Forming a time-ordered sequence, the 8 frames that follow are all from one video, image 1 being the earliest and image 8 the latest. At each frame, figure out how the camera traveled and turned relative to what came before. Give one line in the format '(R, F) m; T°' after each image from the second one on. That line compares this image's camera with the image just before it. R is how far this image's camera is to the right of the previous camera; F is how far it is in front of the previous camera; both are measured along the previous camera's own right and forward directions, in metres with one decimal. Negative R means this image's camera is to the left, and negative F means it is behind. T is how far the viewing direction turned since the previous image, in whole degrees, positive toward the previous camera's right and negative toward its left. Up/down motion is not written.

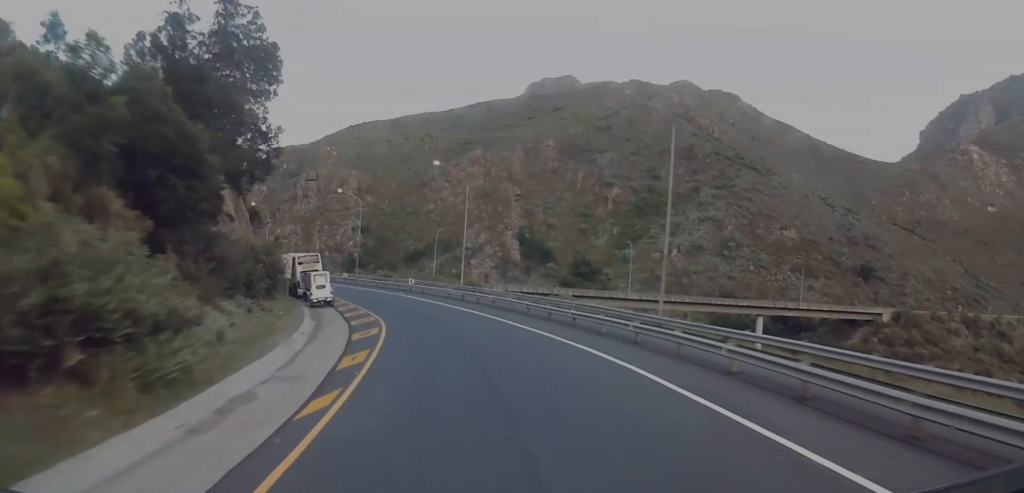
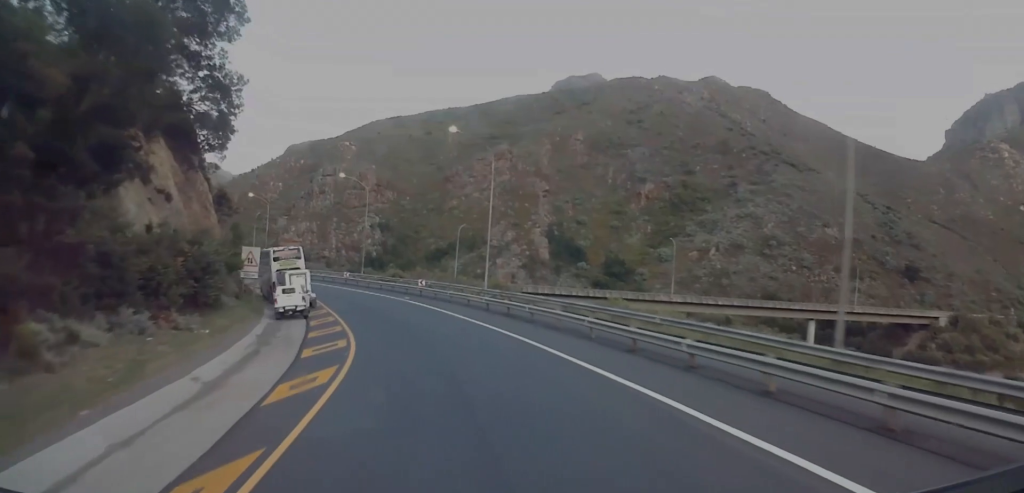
(0.0, +14.4) m; 0°
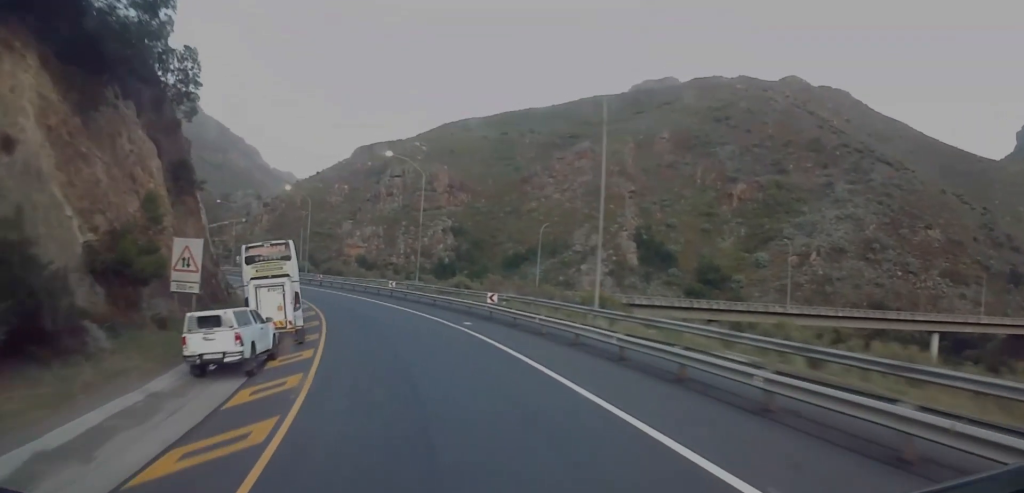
(0.0, +19.4) m; -6°
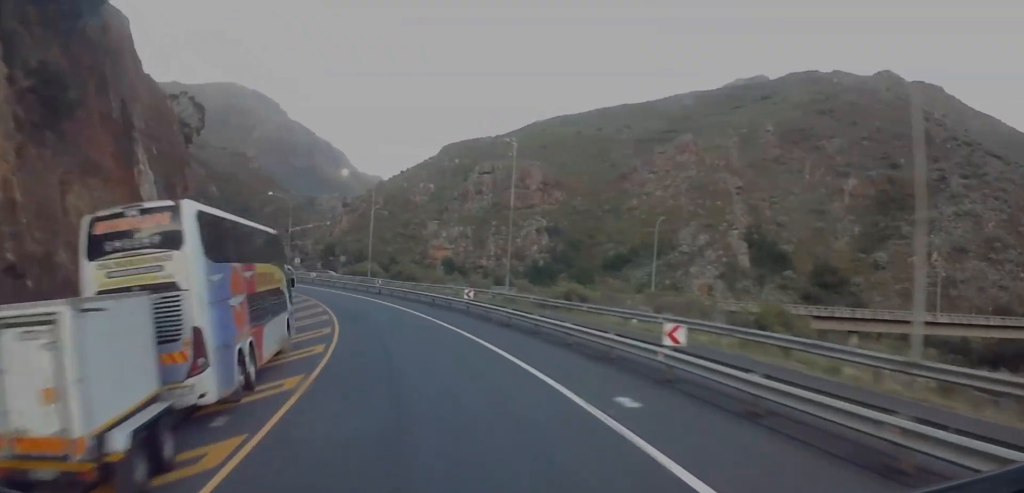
(-2.2, +17.6) m; -11°
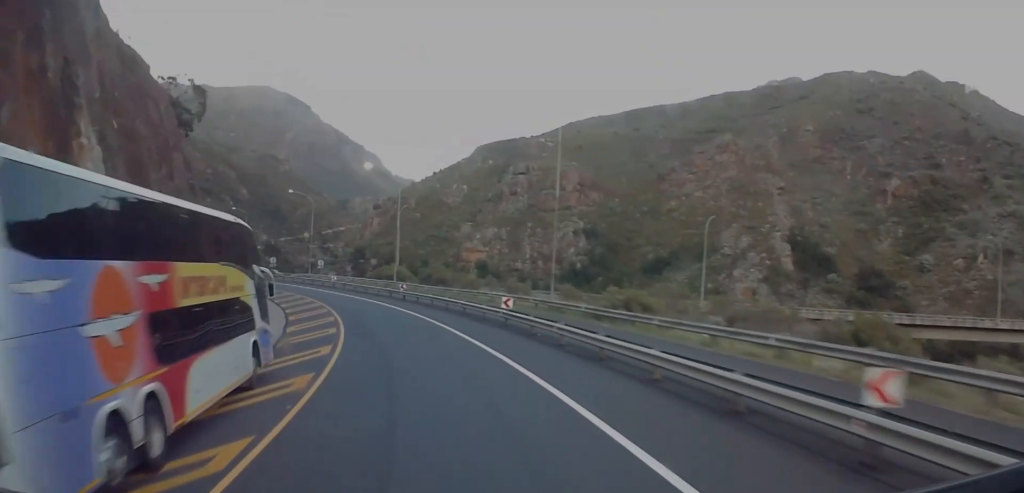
(0.0, +6.9) m; 0°
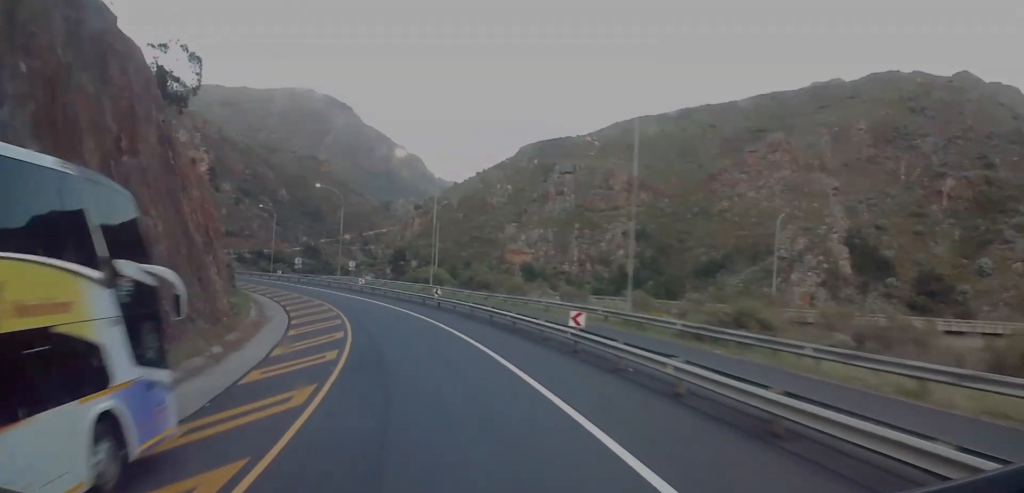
(0.0, +8.6) m; -1°
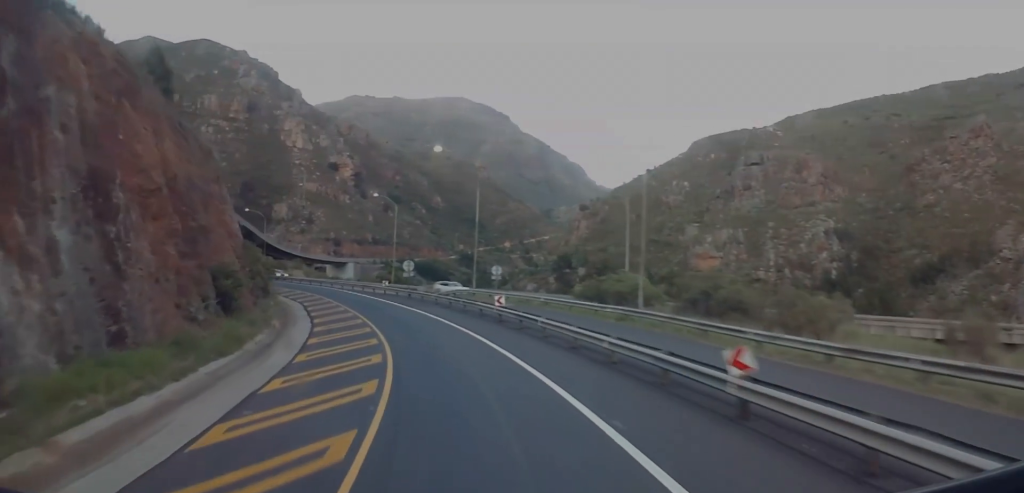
(-5.0, +29.2) m; -18°
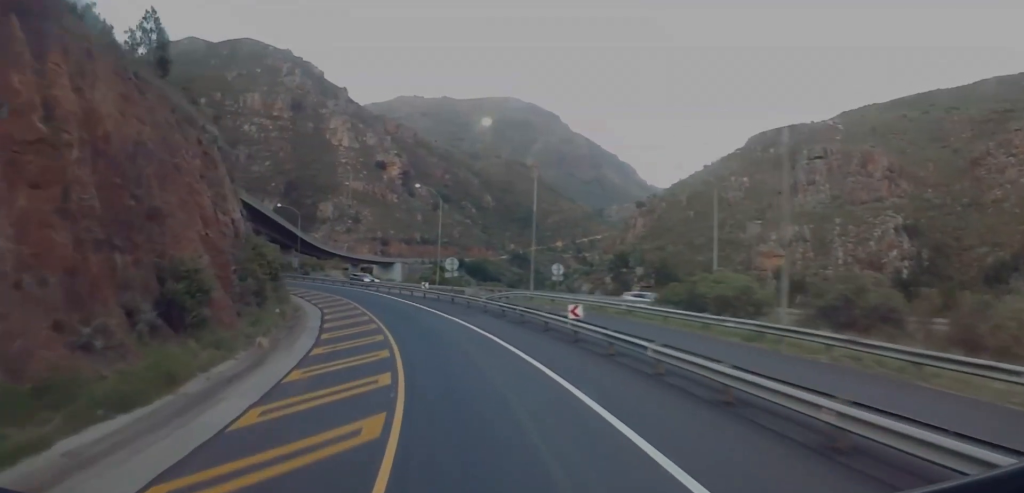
(0.0, +9.9) m; 0°
